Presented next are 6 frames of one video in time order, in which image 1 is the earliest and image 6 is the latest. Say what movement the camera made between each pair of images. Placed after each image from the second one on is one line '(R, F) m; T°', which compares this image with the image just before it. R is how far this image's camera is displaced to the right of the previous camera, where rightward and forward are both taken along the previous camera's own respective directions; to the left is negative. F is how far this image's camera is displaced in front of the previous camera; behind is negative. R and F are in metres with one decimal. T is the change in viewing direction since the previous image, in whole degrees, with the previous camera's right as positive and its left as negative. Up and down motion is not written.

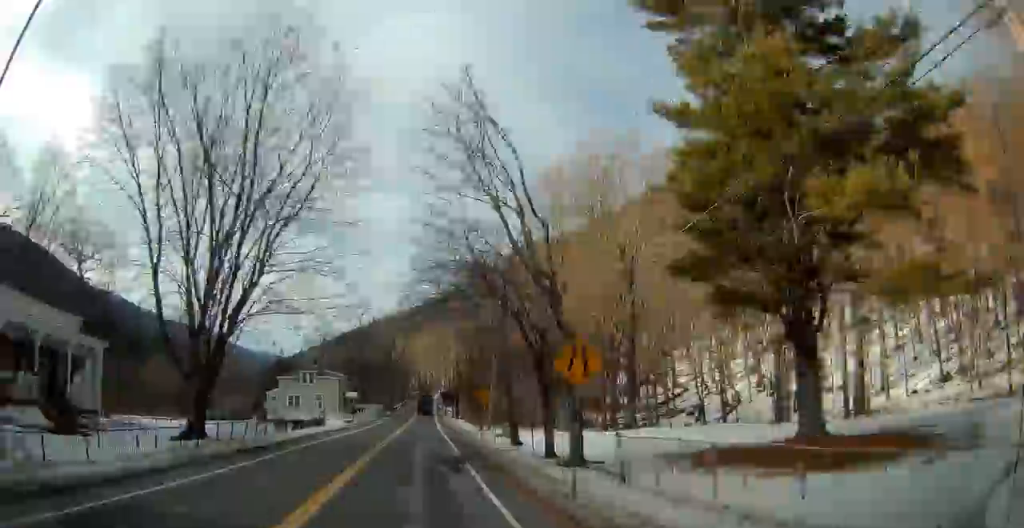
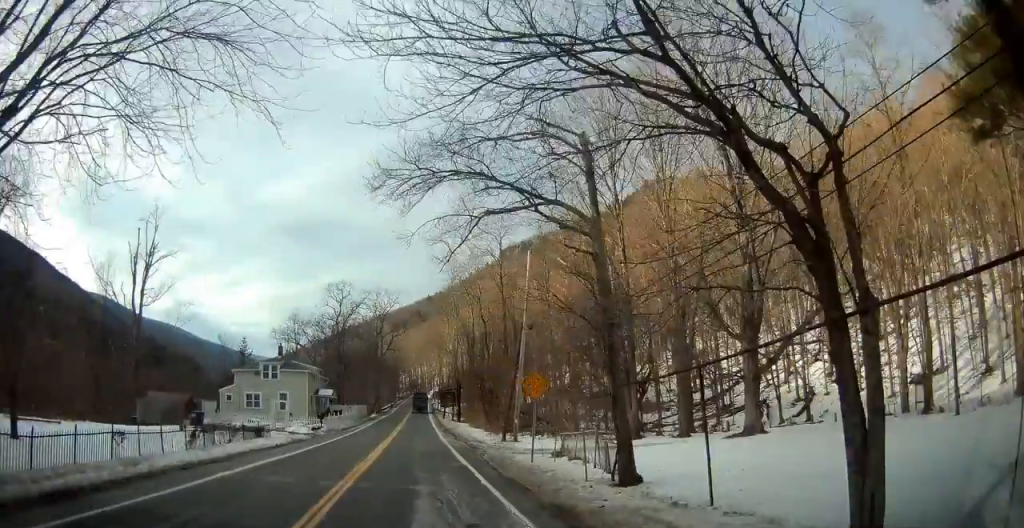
(0.0, +16.7) m; +1°
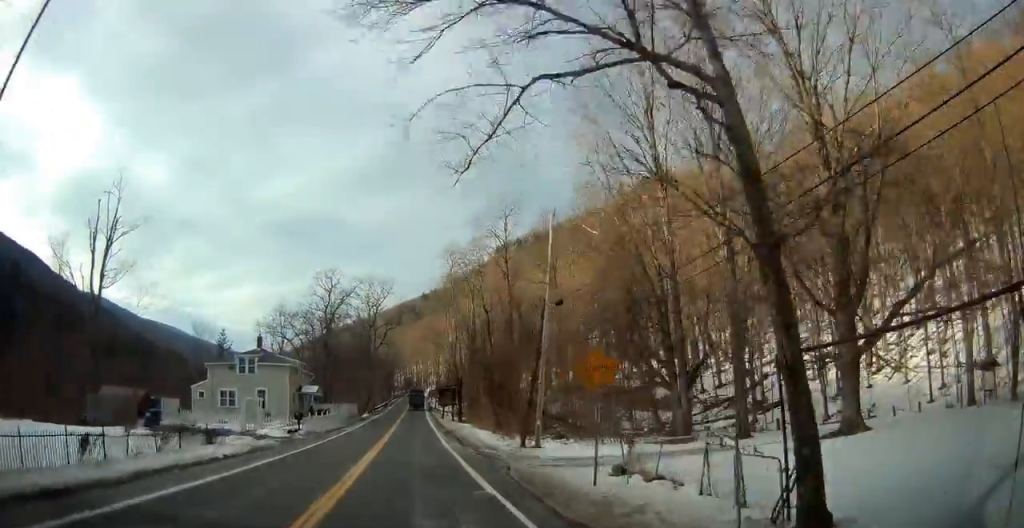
(0.0, +7.2) m; +1°
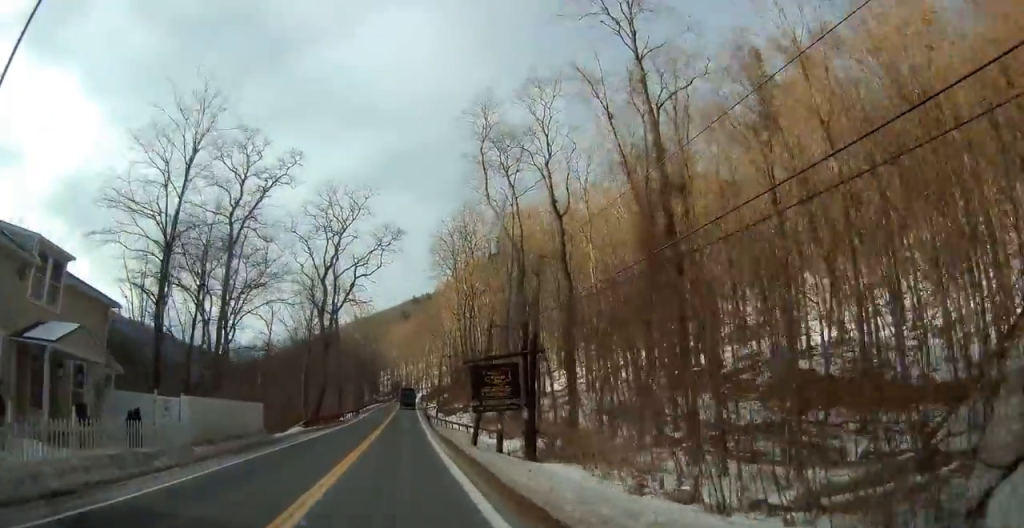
(+1.0, +40.1) m; +2°
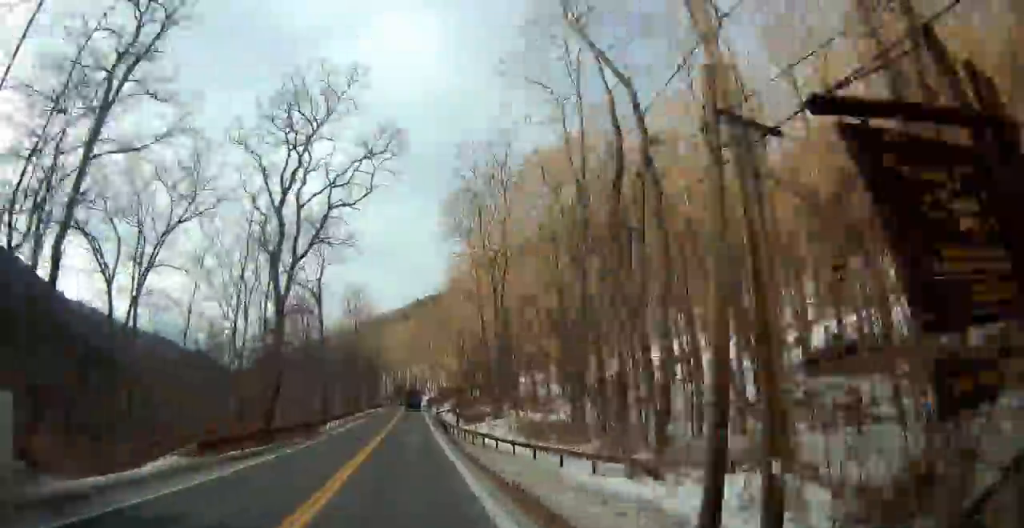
(+0.1, +19.6) m; +1°
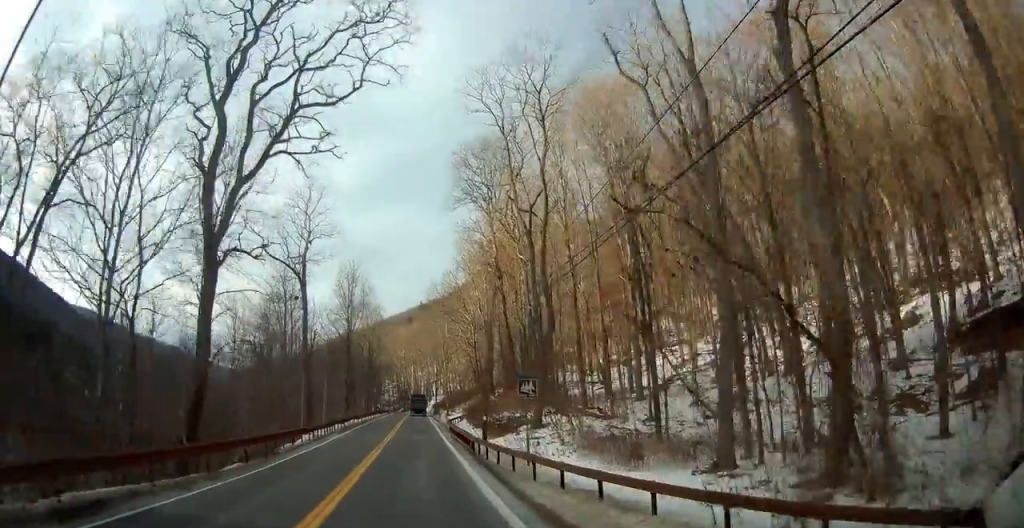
(+0.3, +12.3) m; -1°
